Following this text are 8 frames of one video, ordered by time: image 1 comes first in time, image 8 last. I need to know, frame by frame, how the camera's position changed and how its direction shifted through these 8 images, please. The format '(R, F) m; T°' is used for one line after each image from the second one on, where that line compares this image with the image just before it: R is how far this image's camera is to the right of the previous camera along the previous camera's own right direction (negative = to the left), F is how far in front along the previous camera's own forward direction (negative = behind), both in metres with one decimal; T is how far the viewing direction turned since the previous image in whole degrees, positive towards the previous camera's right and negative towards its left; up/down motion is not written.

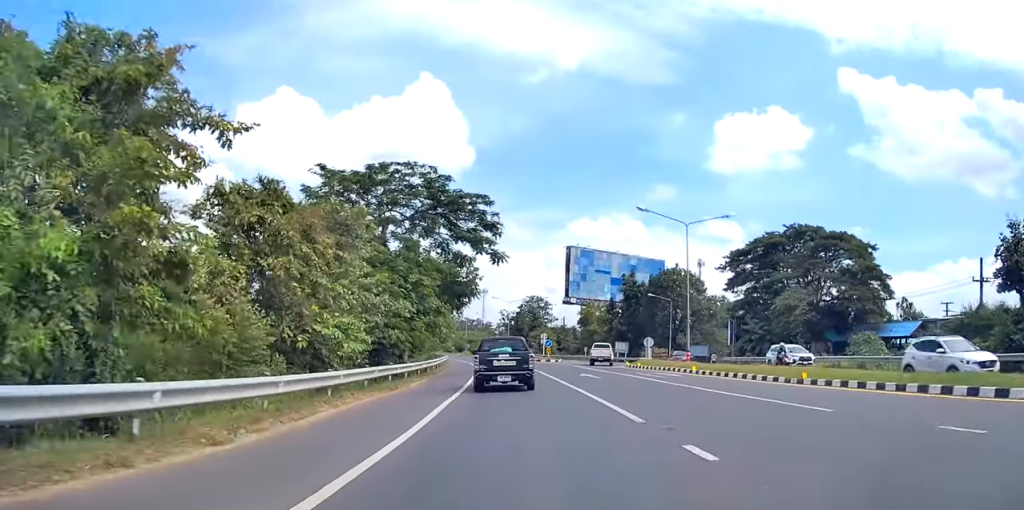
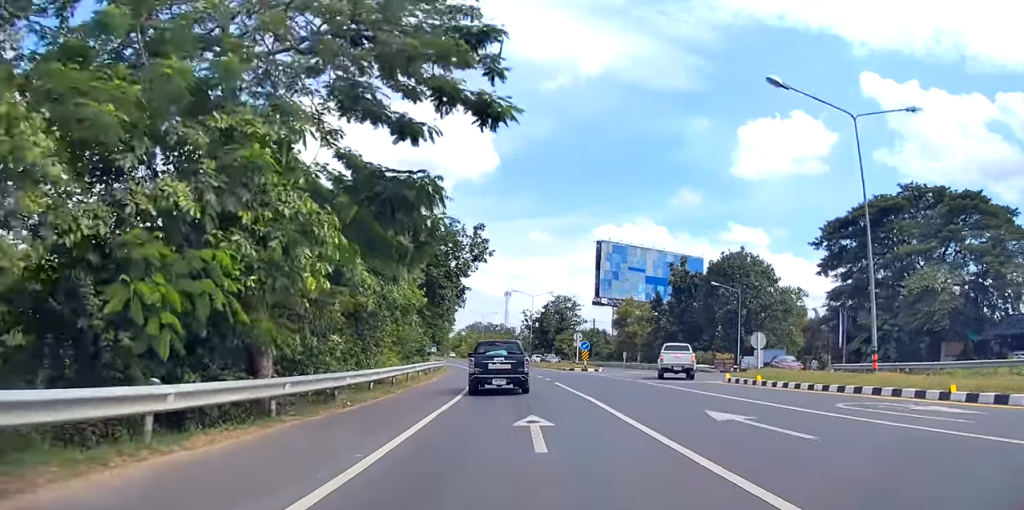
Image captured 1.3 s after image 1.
(-0.9, +19.8) m; -4°
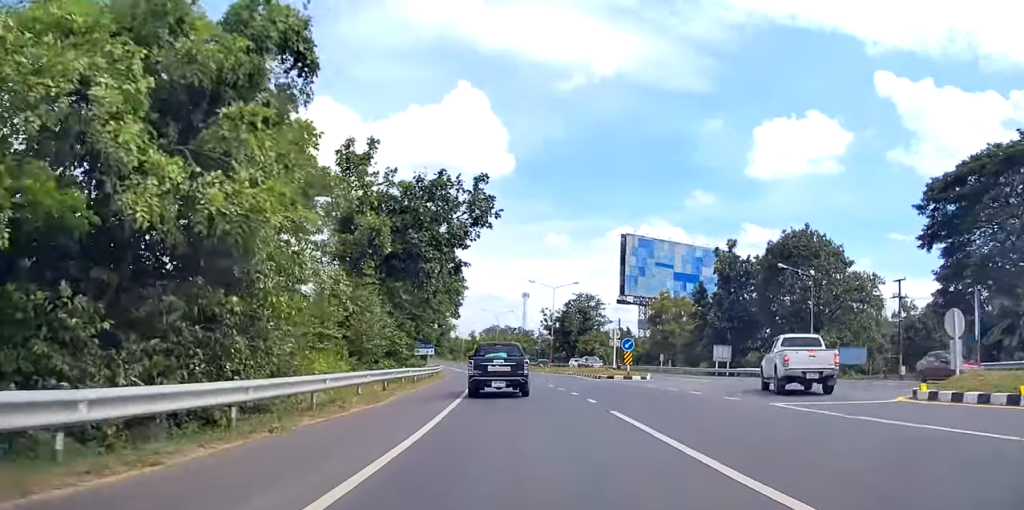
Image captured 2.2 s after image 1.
(0.0, +13.8) m; 0°
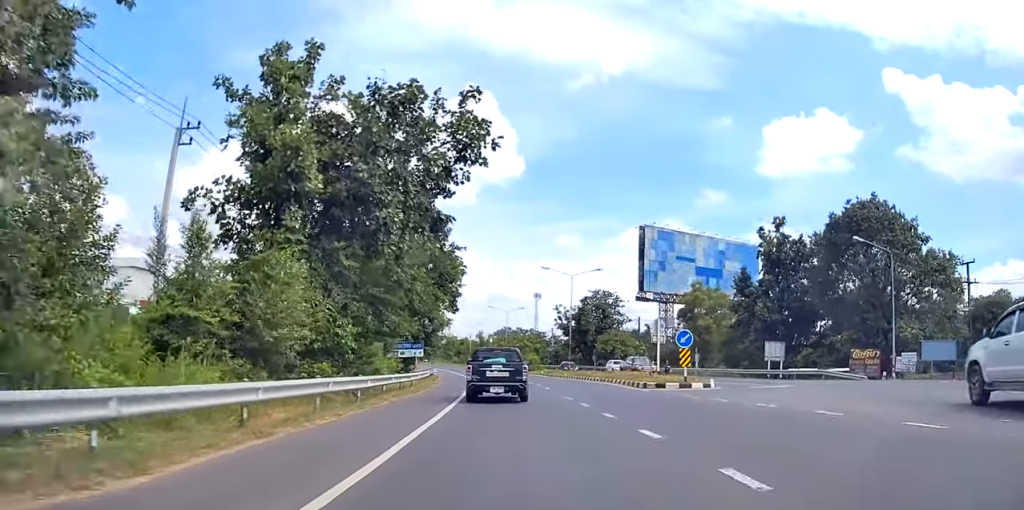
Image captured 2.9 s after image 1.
(0.0, +11.4) m; 0°
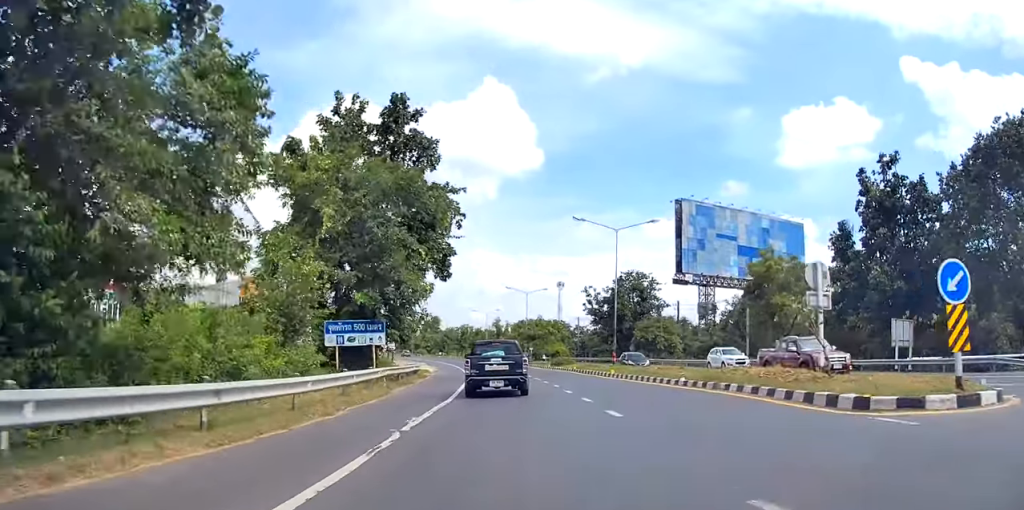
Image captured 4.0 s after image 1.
(0.0, +16.8) m; 0°
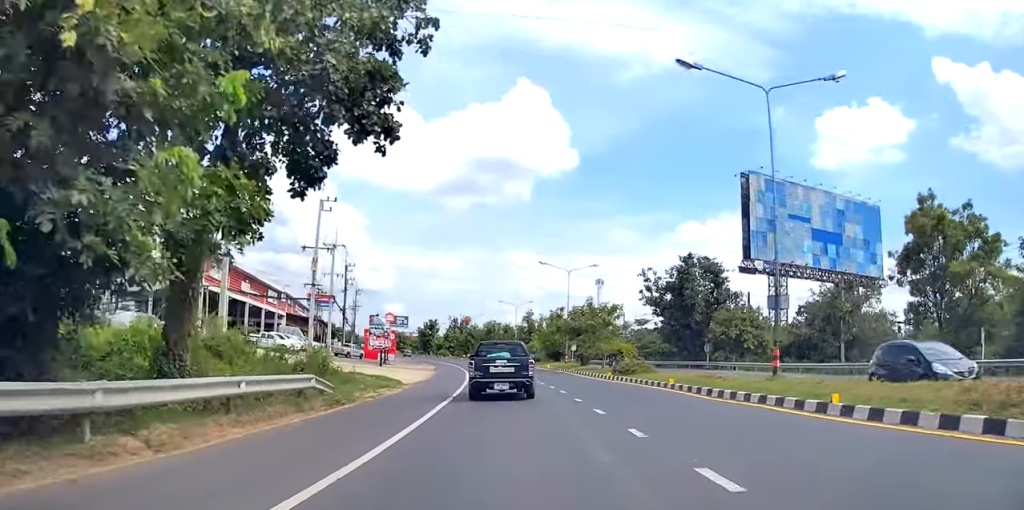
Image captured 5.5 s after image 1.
(-0.4, +22.3) m; -4°
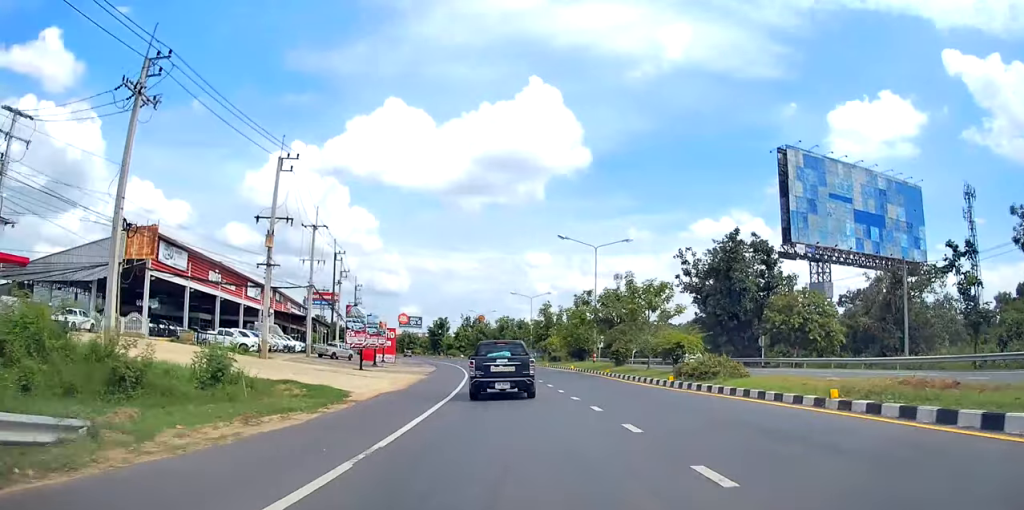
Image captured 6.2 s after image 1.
(-0.5, +12.3) m; -2°
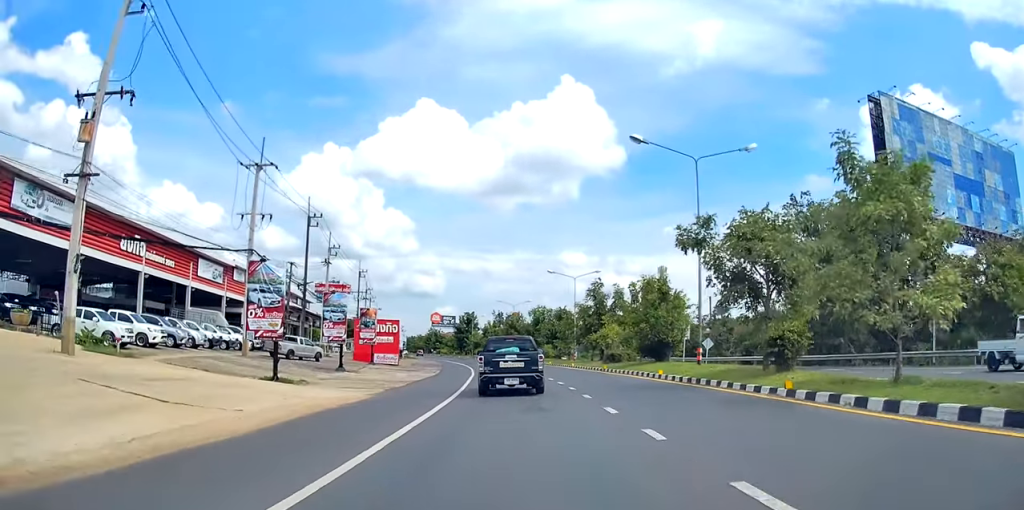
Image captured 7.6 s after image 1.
(0.0, +21.4) m; -1°
